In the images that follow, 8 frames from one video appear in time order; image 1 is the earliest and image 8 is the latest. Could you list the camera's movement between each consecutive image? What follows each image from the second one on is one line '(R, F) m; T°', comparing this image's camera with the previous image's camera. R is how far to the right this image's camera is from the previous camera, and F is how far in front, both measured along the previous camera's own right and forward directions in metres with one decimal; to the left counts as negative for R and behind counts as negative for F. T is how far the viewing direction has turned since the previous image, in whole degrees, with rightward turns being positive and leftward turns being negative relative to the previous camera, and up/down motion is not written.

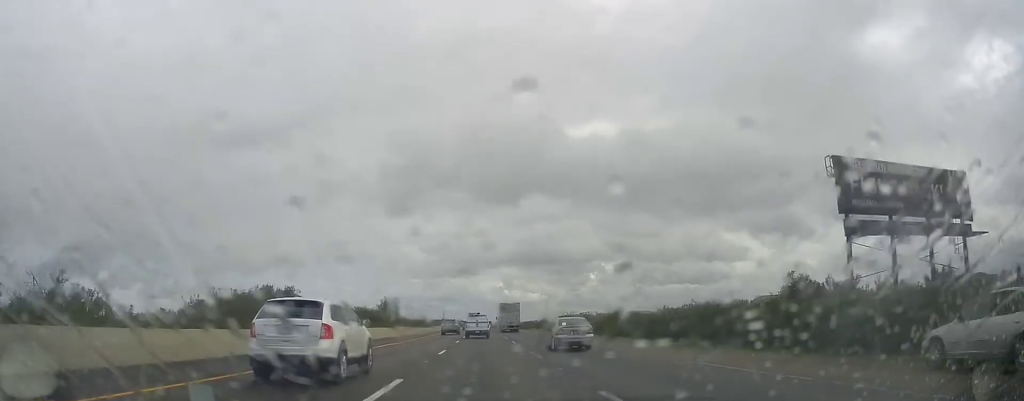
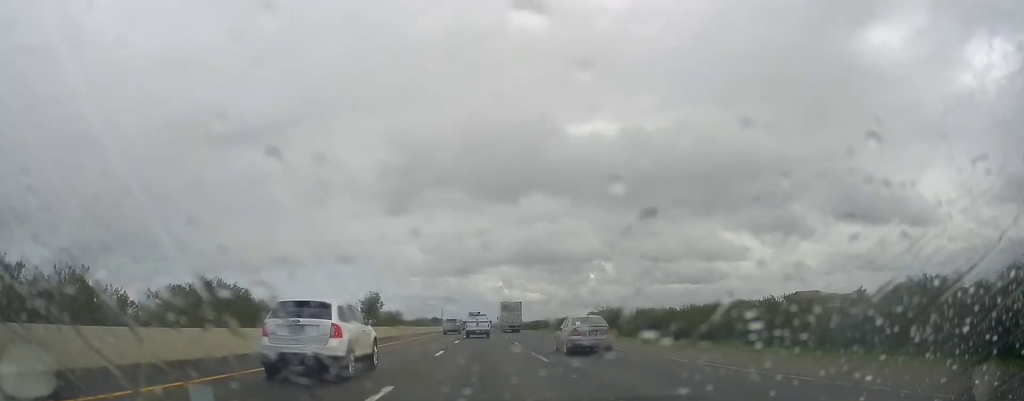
(+0.1, +32.2) m; 0°
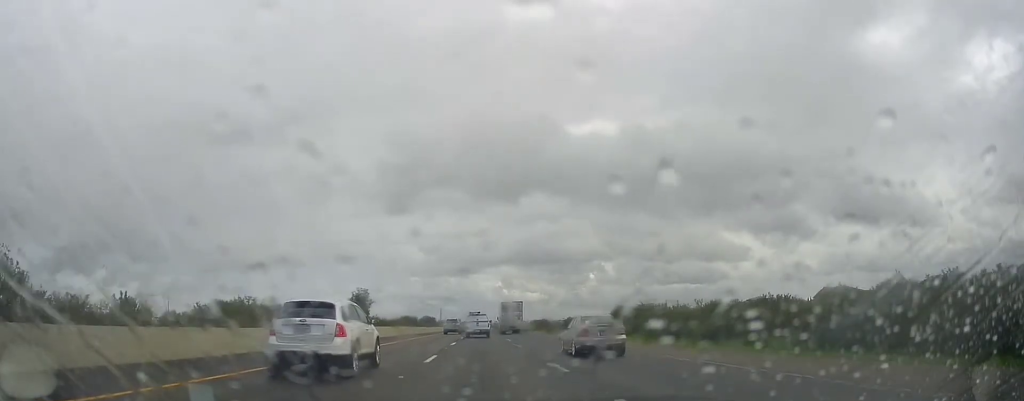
(+0.2, +18.1) m; 0°
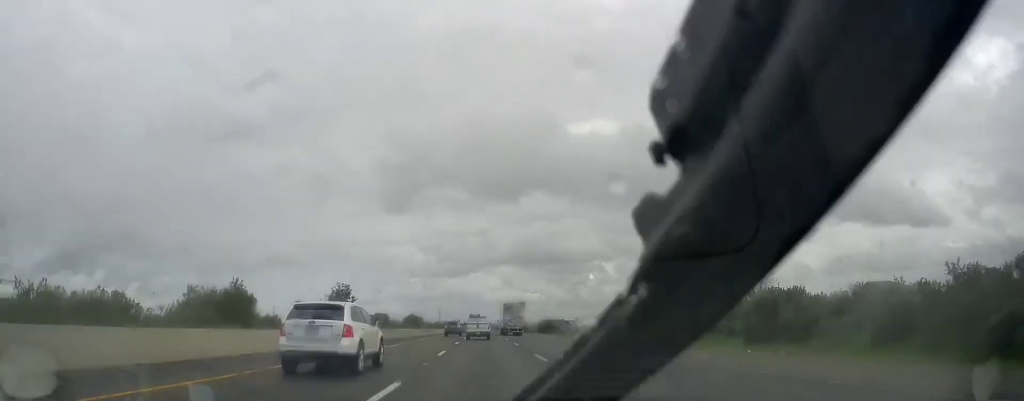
(-0.3, +25.0) m; -1°
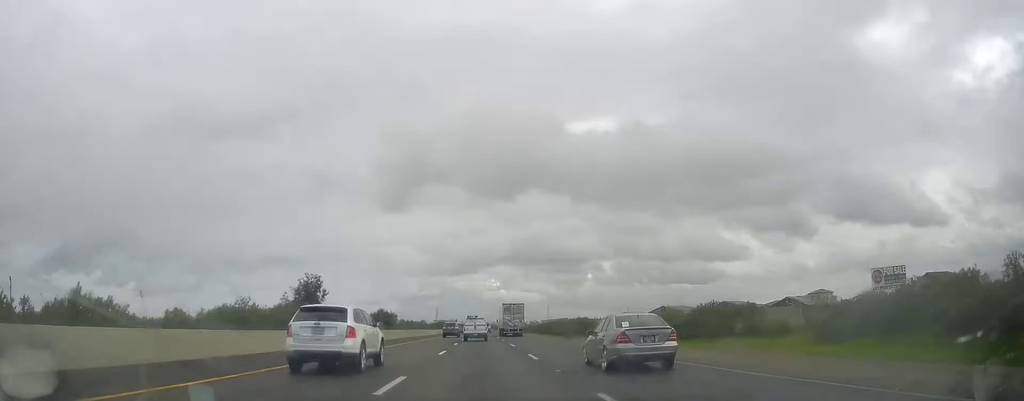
(-0.3, +27.9) m; 0°
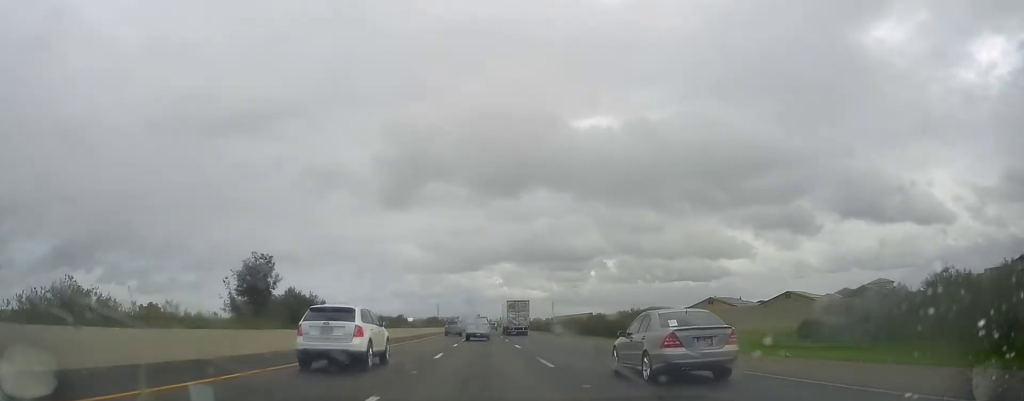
(+0.5, +32.7) m; 0°
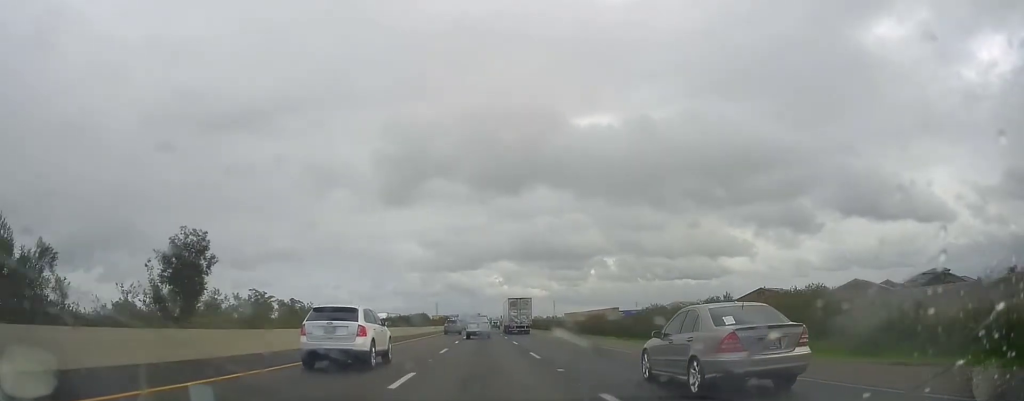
(-0.5, +25.8) m; +1°
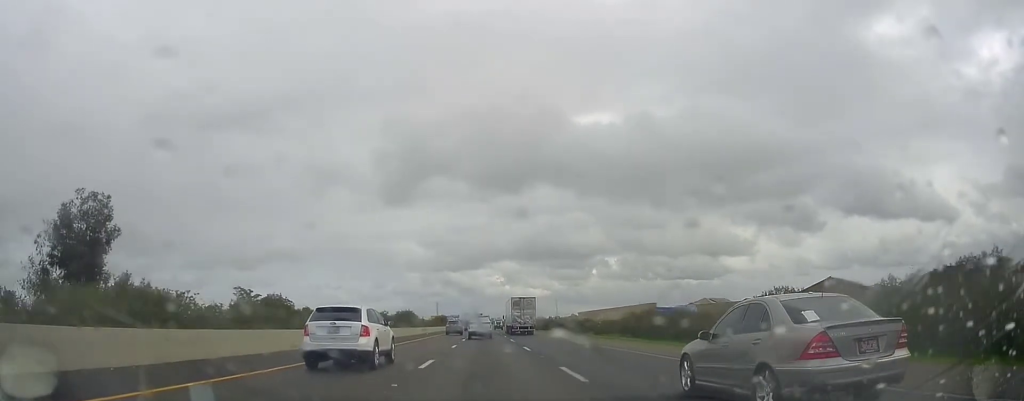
(+0.4, +22.8) m; +1°
